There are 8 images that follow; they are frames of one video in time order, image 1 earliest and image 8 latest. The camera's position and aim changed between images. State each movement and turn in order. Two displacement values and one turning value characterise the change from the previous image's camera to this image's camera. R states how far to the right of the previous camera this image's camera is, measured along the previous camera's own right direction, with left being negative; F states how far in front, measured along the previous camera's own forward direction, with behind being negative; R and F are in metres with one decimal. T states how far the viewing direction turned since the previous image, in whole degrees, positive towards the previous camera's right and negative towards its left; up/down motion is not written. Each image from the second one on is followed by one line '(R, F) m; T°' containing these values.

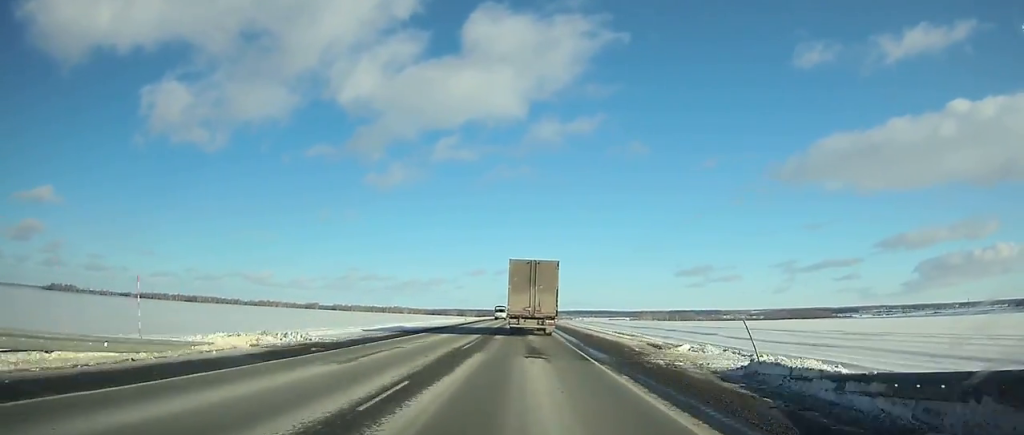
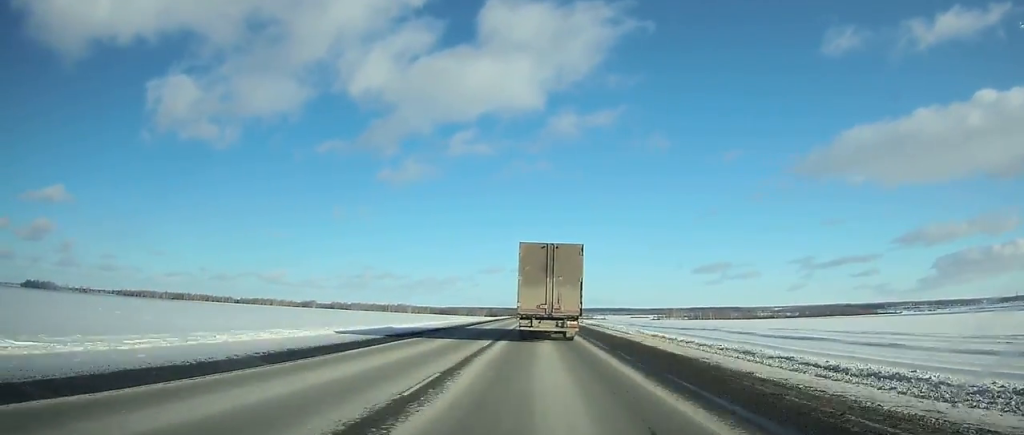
(-0.8, +132.6) m; 0°
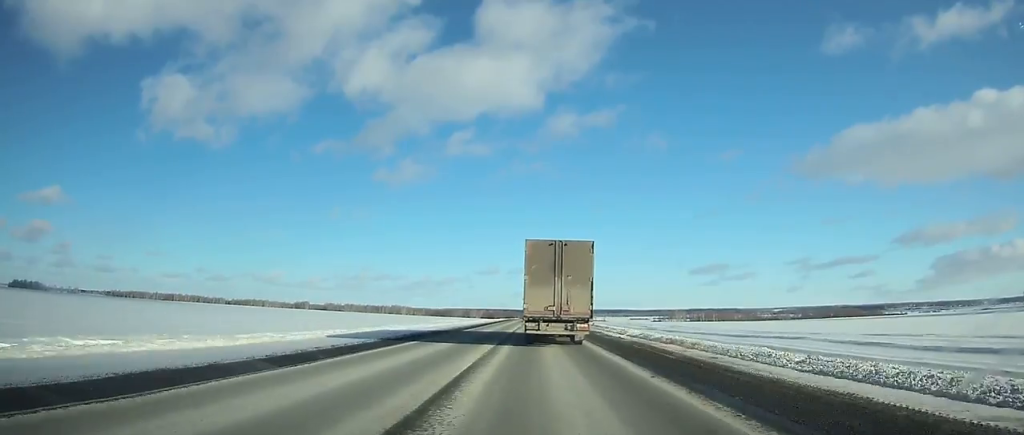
(-0.2, +34.8) m; 0°
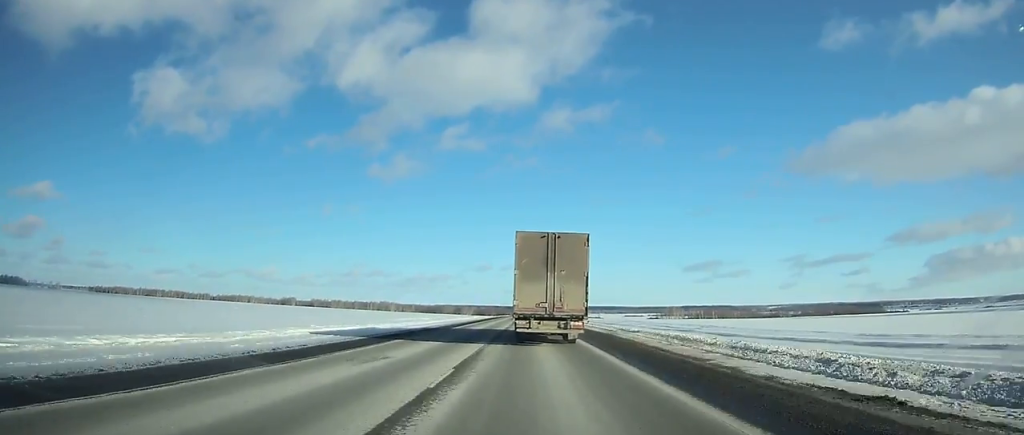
(+0.3, +39.0) m; 0°
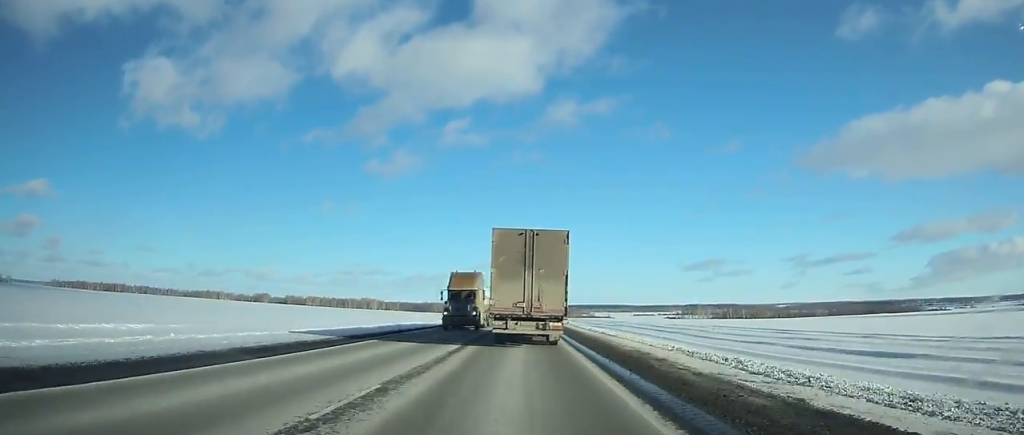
(+0.4, +146.0) m; 0°
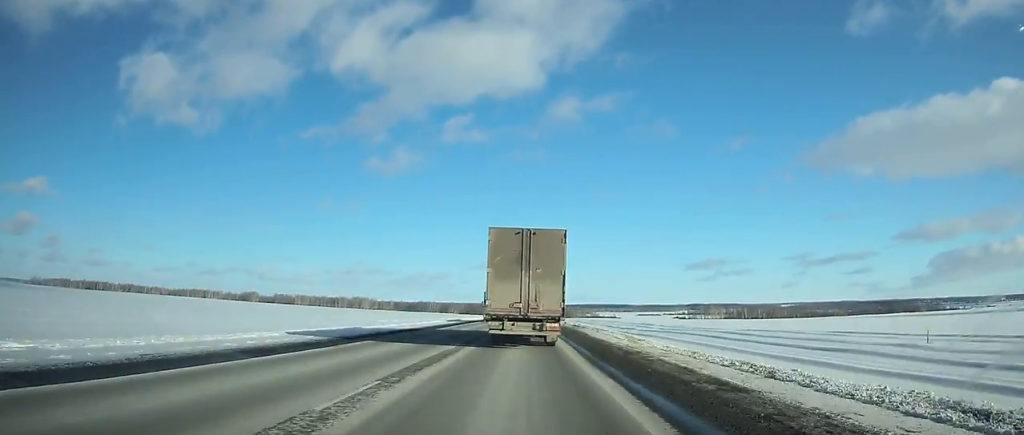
(-0.1, +58.8) m; 0°
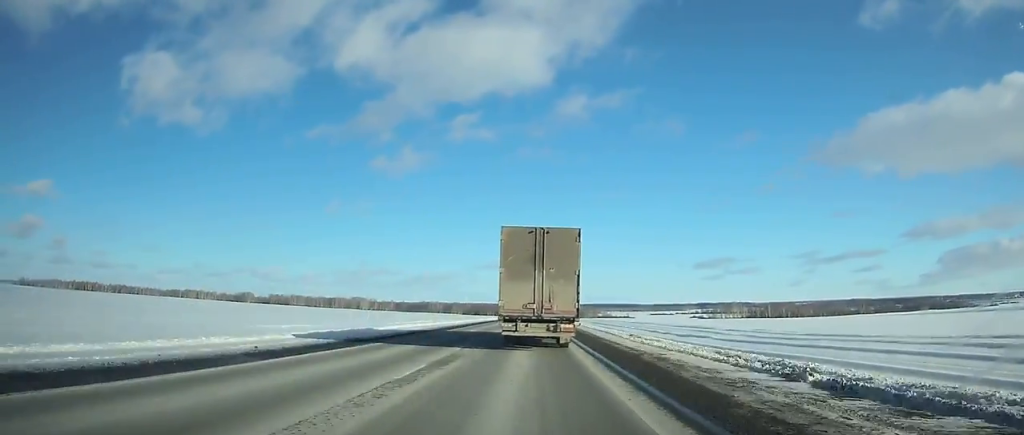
(-0.1, +57.6) m; 0°
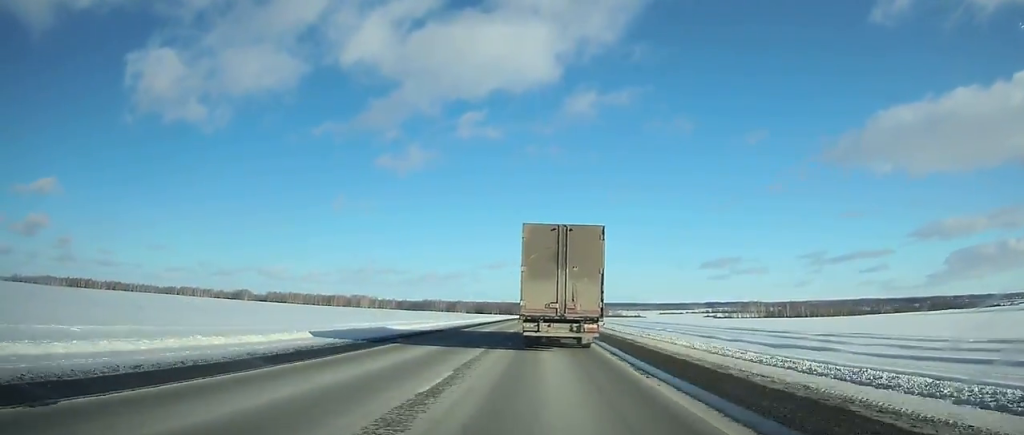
(-0.1, +37.8) m; 0°
